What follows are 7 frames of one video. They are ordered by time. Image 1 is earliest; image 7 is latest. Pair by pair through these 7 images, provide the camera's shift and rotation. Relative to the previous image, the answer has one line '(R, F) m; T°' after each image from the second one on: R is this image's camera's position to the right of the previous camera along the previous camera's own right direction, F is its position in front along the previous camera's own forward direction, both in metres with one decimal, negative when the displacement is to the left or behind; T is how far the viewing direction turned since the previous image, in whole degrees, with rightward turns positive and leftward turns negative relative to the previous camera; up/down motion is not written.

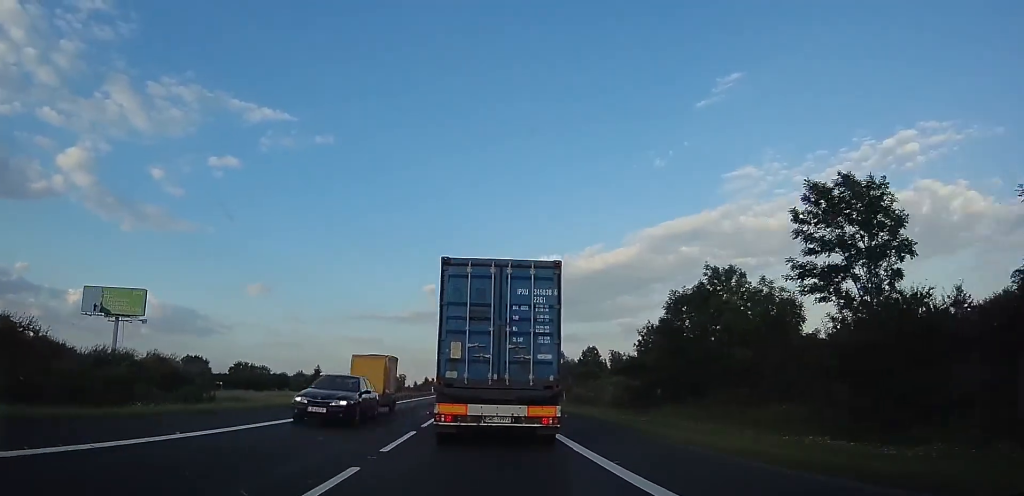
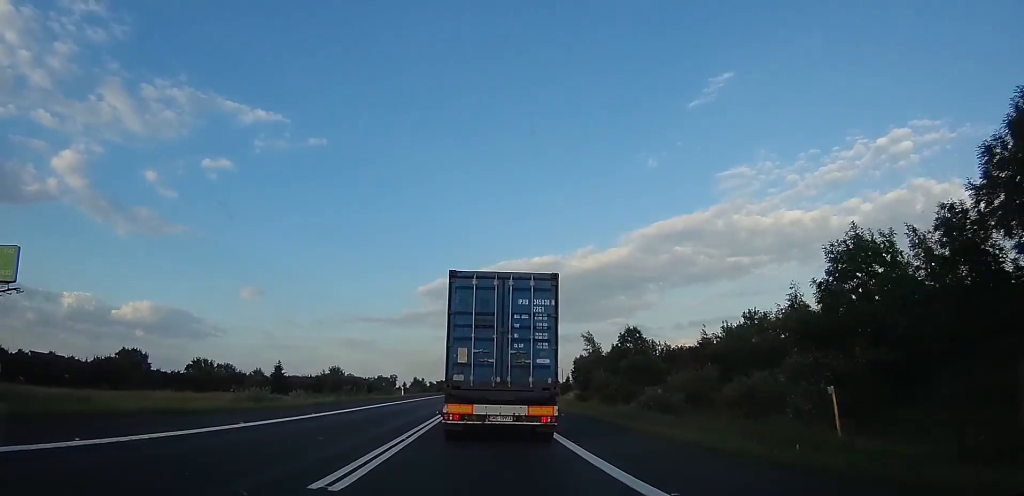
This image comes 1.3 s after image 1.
(0.0, +26.7) m; +3°
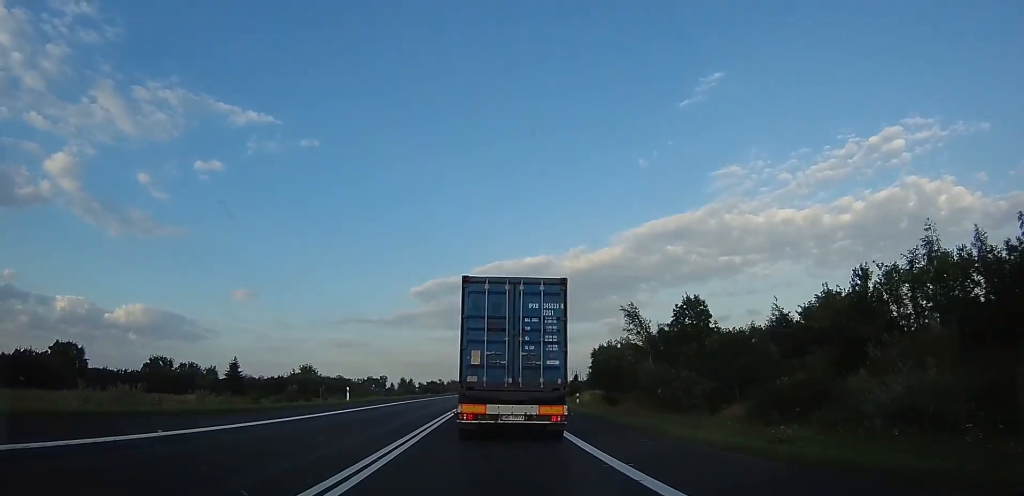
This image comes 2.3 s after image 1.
(+1.0, +20.1) m; +1°
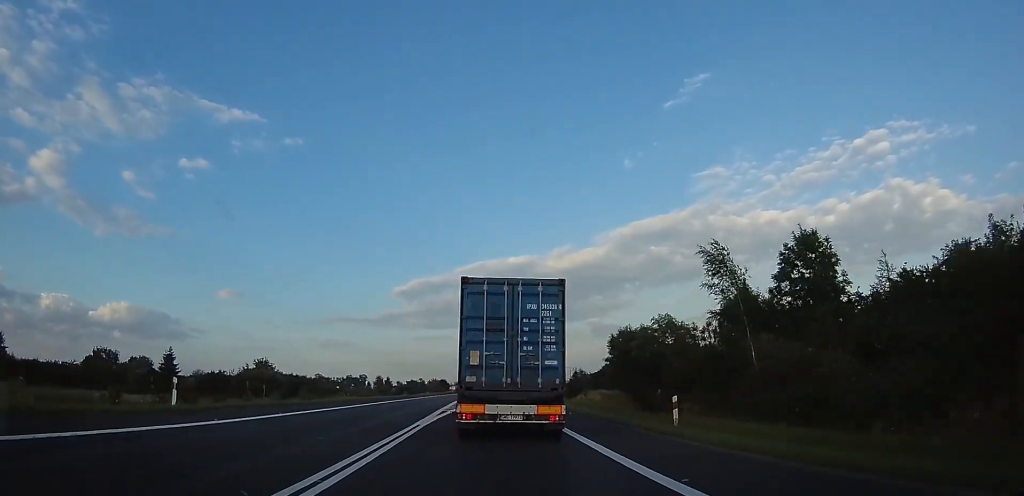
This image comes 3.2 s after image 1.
(-0.5, +18.5) m; 0°
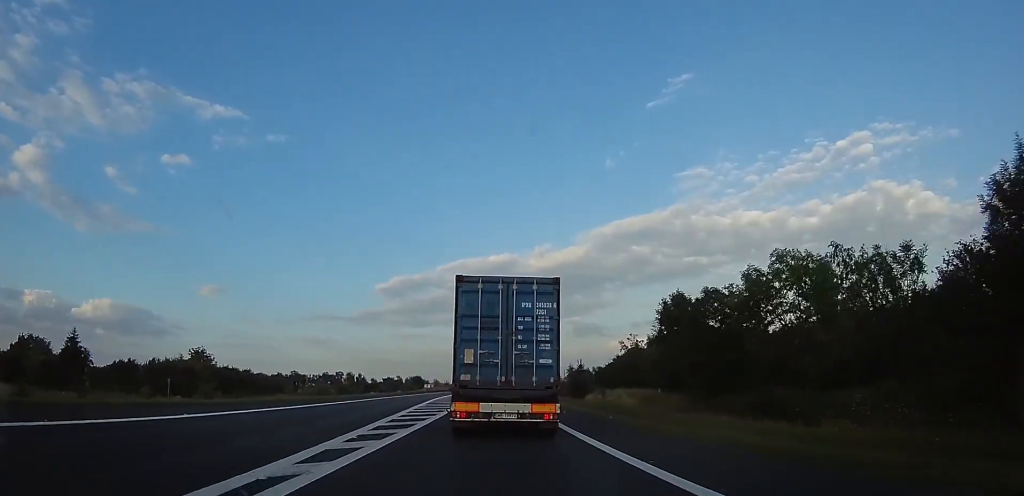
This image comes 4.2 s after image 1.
(+0.5, +20.8) m; +3°
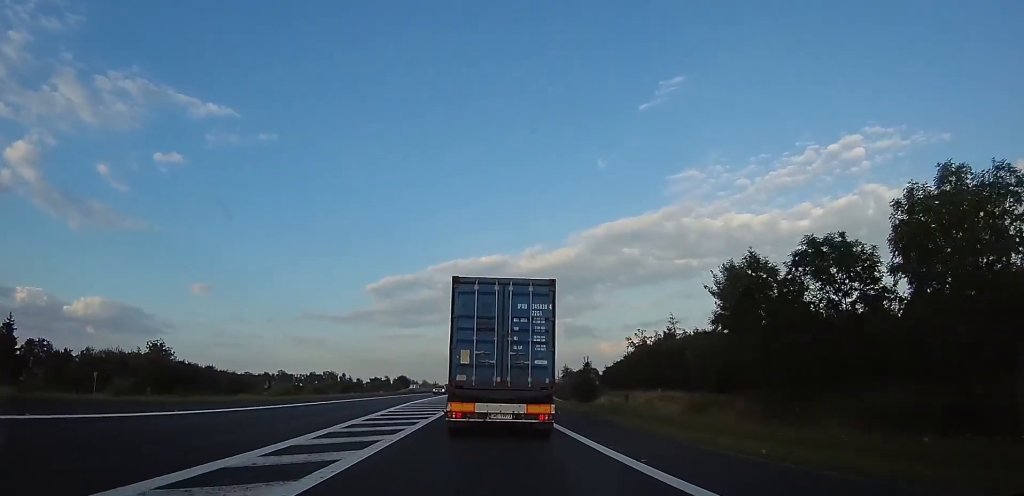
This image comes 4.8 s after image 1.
(+0.3, +11.2) m; +2°
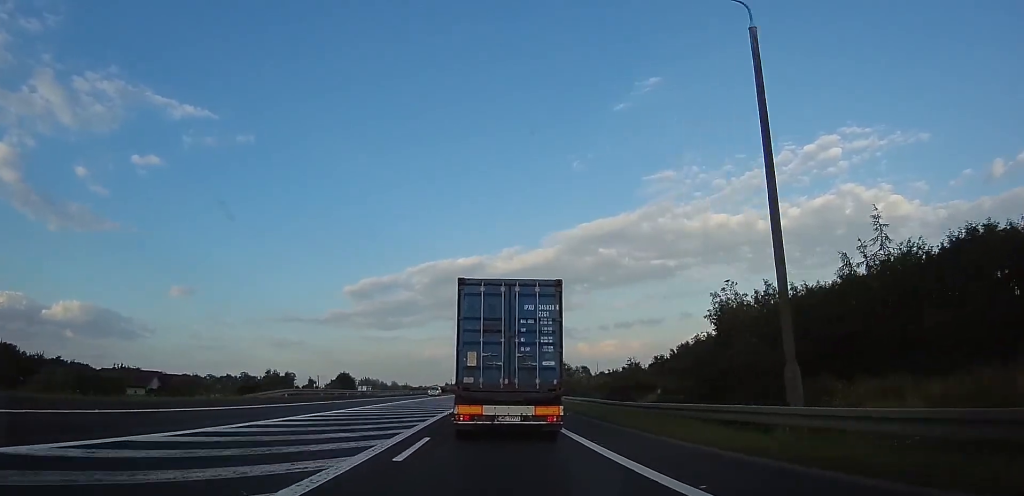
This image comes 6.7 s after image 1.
(0.0, +42.1) m; 0°
